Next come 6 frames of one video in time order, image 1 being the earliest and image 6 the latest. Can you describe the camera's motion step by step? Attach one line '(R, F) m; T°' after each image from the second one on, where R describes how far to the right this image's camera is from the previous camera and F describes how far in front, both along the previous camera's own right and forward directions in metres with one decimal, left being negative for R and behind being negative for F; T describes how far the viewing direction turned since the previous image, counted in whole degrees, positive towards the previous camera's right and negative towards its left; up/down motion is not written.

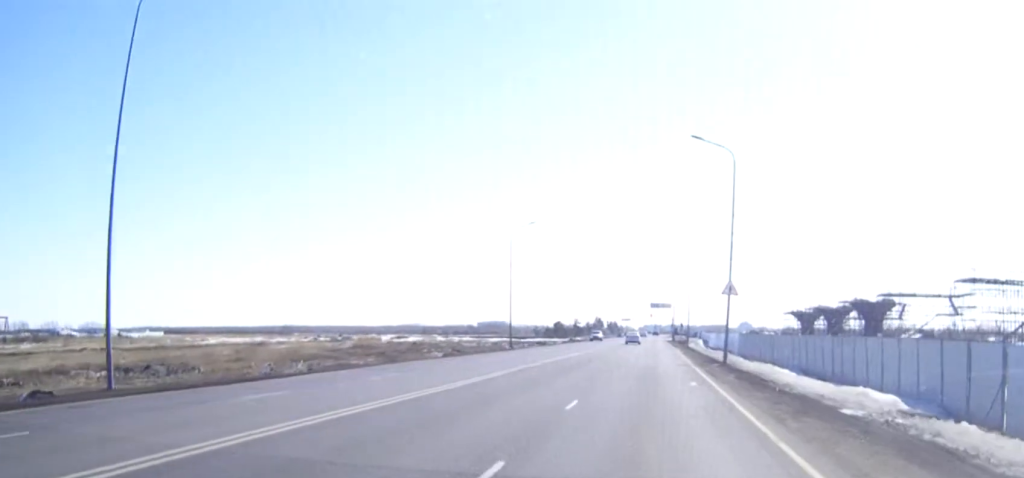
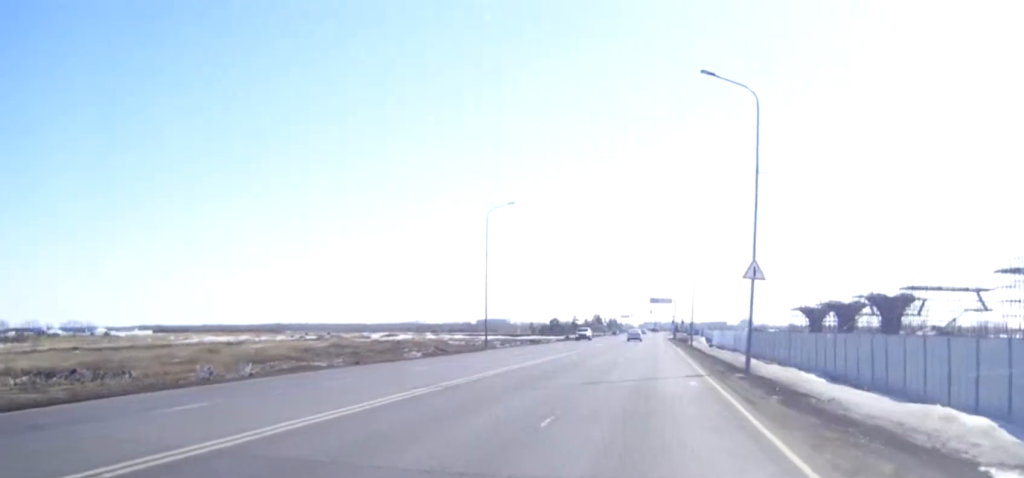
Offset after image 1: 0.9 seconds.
(0.0, +10.4) m; 0°
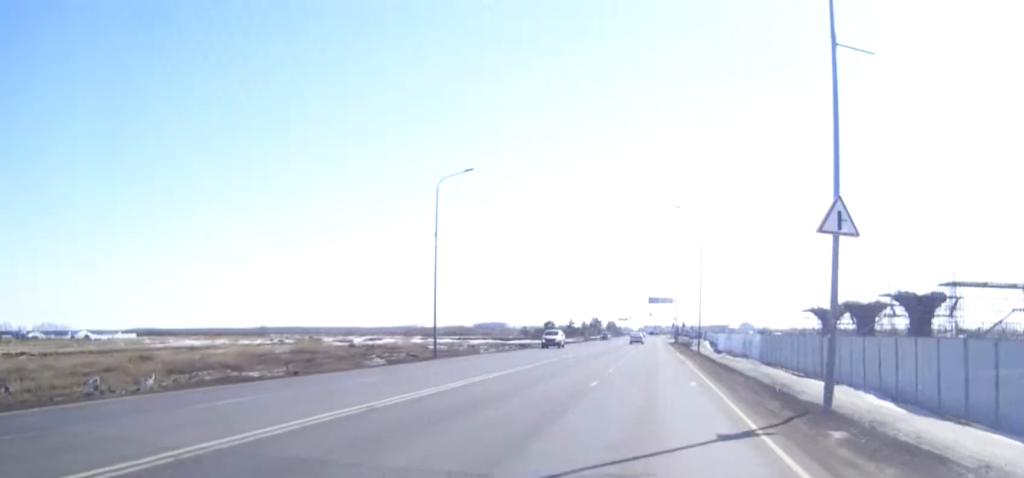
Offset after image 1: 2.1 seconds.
(0.0, +14.6) m; 0°
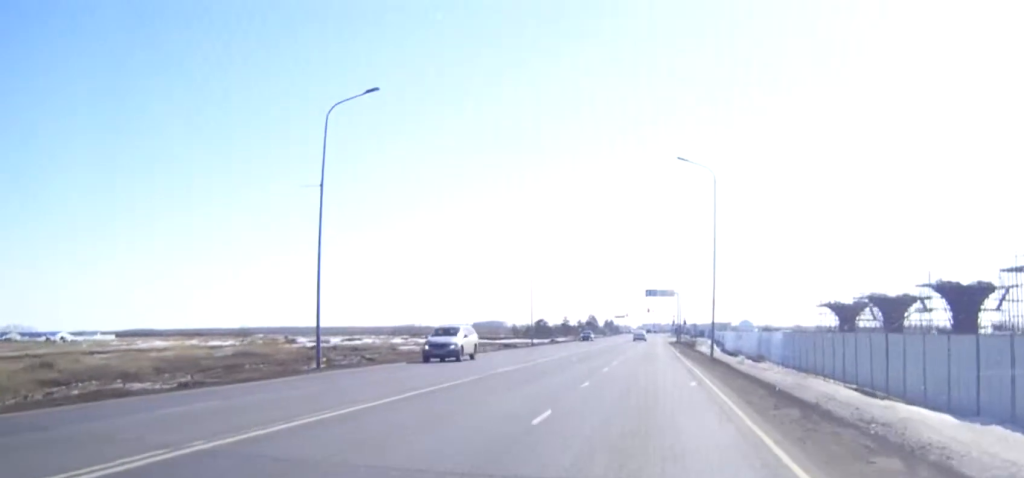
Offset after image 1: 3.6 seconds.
(0.0, +17.3) m; 0°
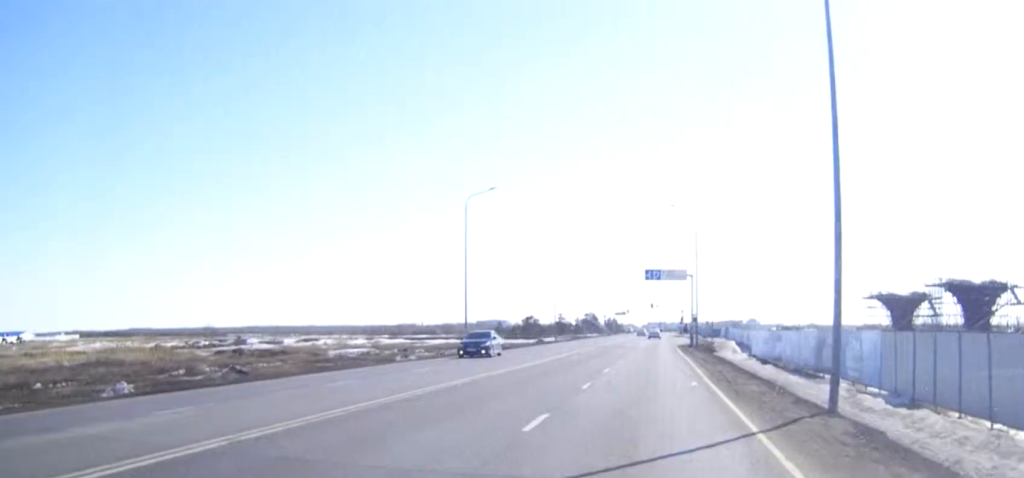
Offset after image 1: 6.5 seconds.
(-0.1, +32.0) m; -1°
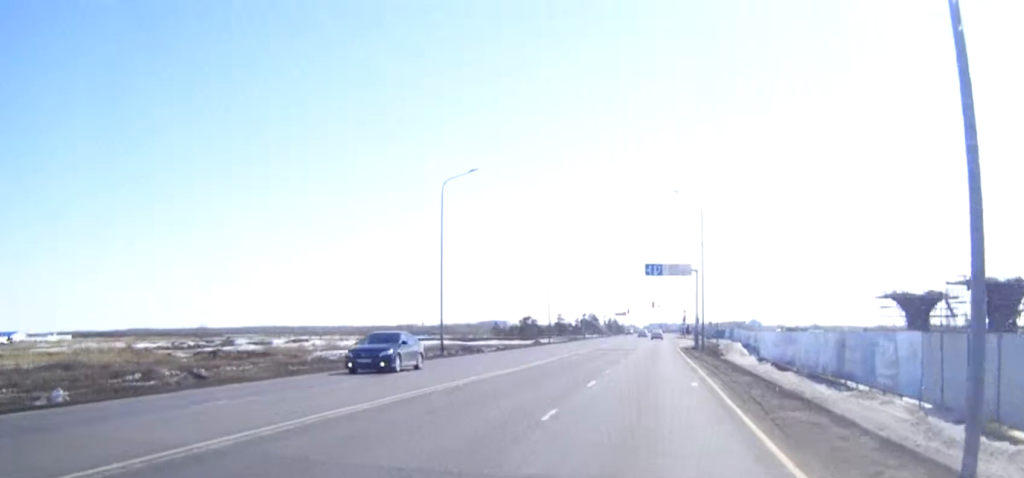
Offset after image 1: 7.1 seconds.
(0.0, +6.8) m; 0°
